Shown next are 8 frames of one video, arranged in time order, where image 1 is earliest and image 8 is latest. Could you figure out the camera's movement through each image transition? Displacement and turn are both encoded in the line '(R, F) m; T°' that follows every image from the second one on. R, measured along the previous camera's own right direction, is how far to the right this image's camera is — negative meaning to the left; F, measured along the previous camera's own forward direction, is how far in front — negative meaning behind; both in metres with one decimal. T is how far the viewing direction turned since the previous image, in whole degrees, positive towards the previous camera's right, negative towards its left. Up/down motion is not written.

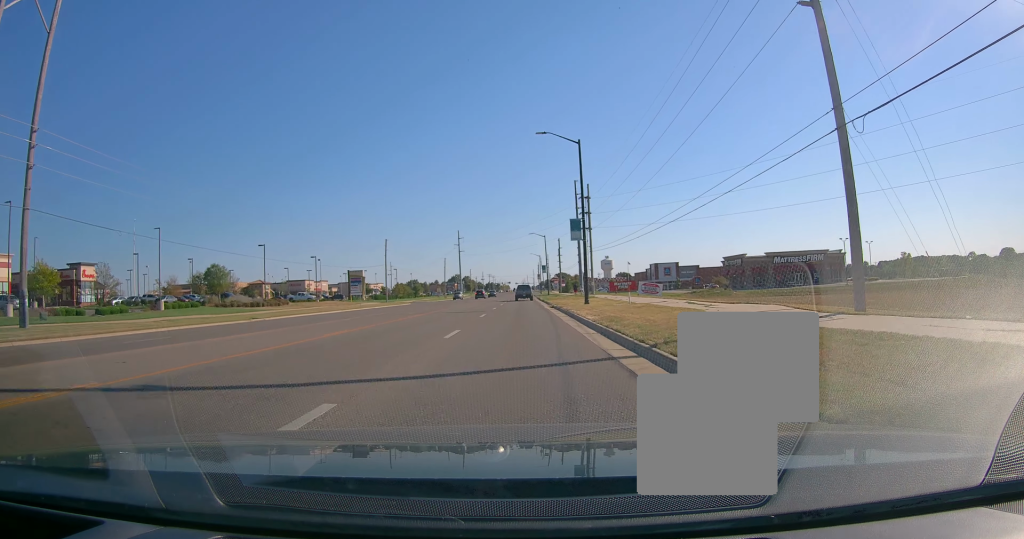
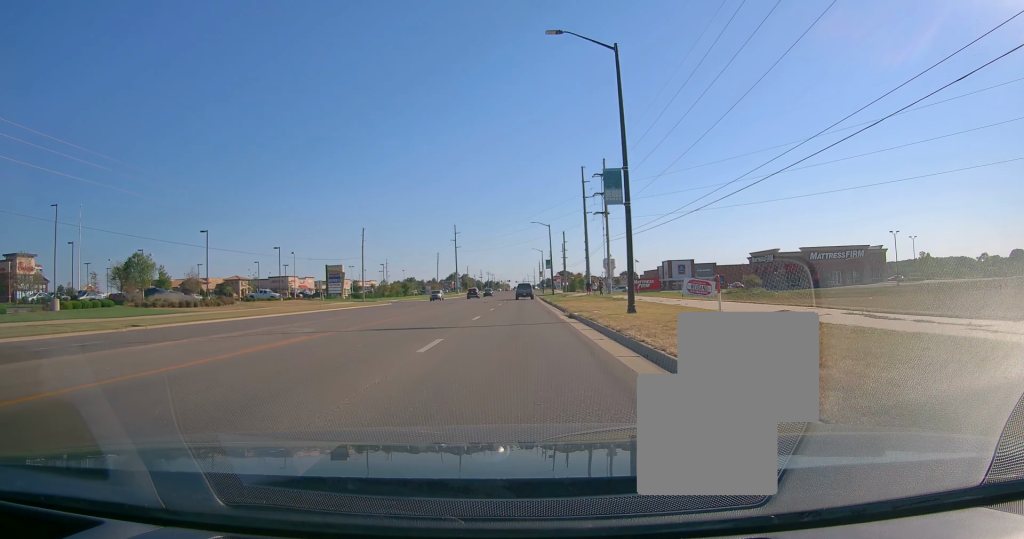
(0.0, +16.1) m; 0°
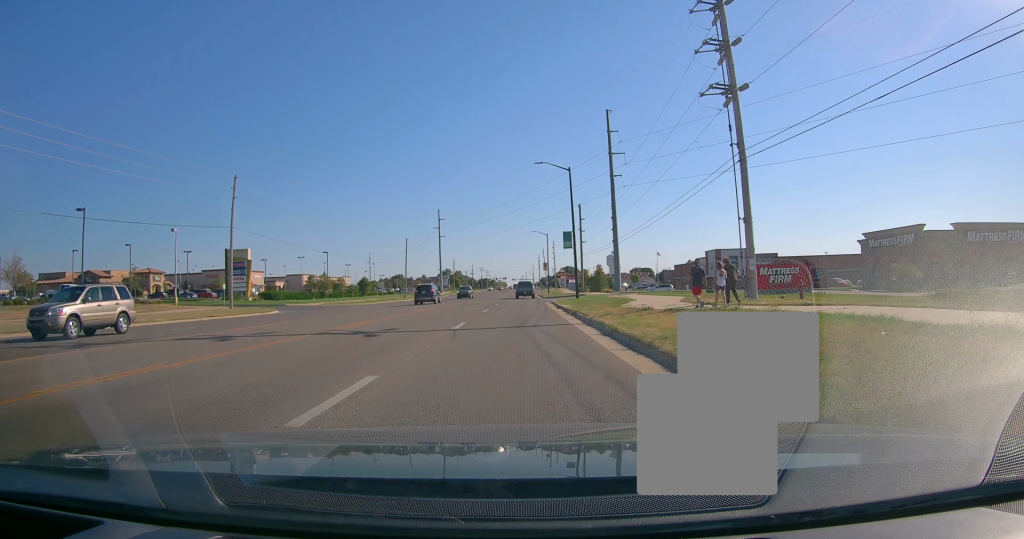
(0.0, +42.9) m; 0°
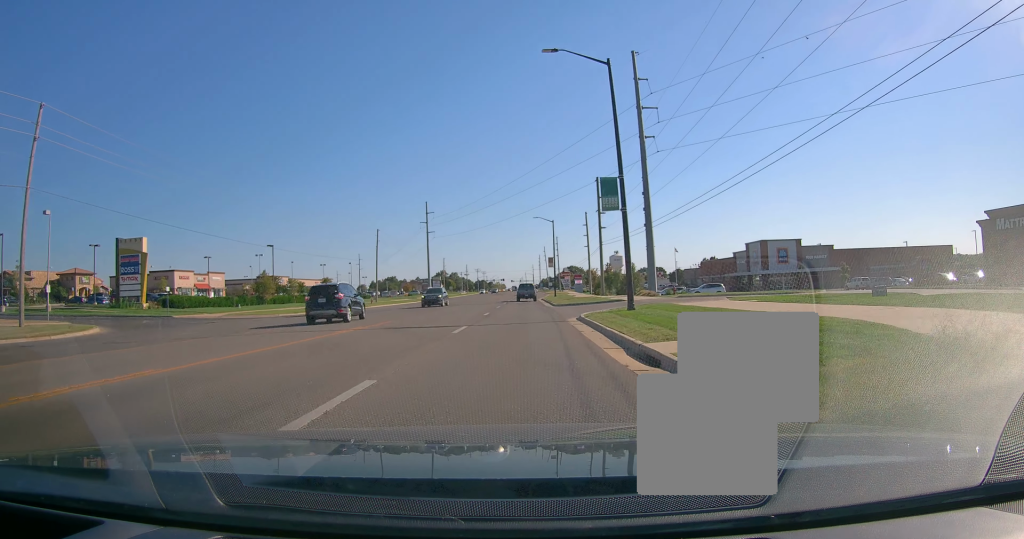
(0.0, +24.7) m; 0°
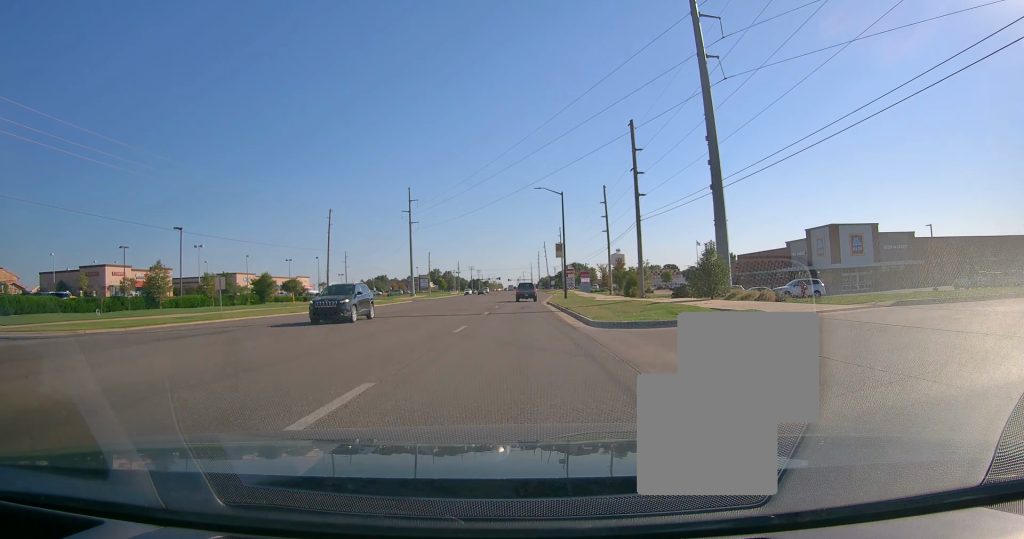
(0.0, +24.5) m; 0°
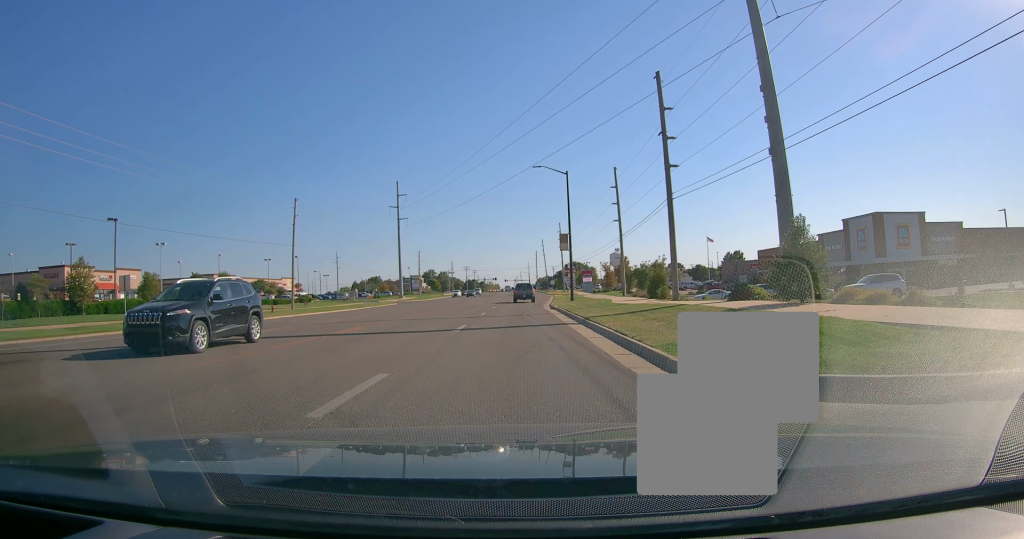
(0.0, +11.2) m; 0°
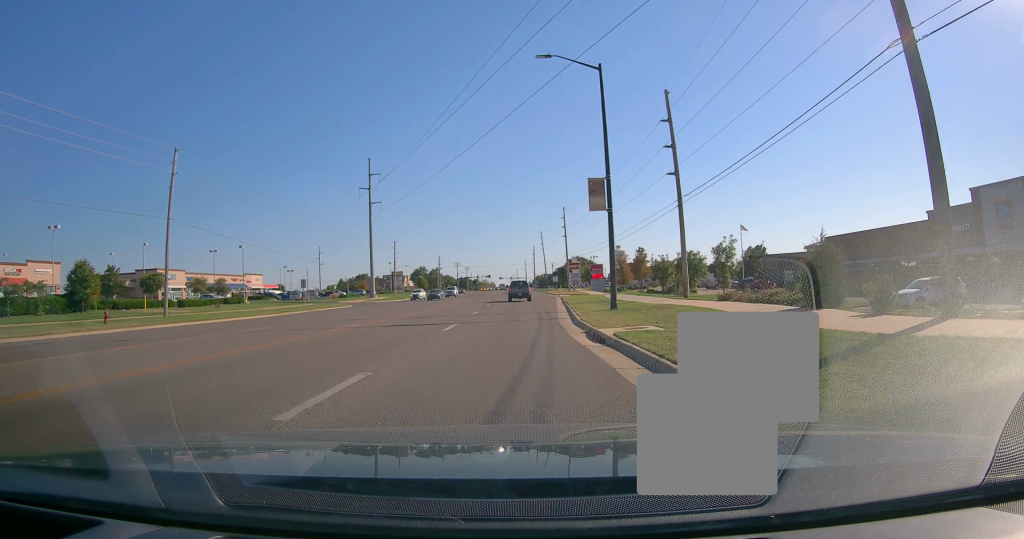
(0.0, +24.4) m; +1°
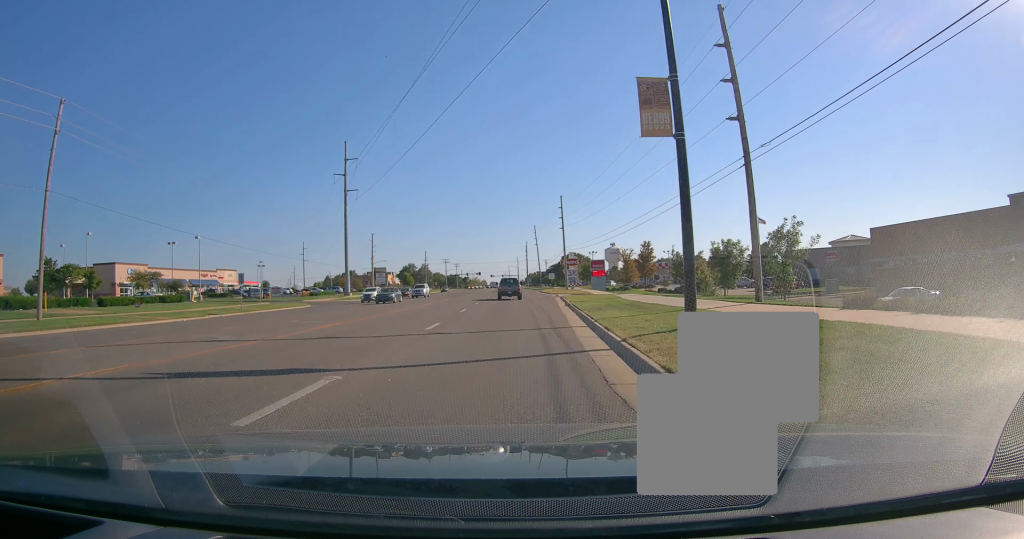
(-0.1, +12.5) m; +1°
